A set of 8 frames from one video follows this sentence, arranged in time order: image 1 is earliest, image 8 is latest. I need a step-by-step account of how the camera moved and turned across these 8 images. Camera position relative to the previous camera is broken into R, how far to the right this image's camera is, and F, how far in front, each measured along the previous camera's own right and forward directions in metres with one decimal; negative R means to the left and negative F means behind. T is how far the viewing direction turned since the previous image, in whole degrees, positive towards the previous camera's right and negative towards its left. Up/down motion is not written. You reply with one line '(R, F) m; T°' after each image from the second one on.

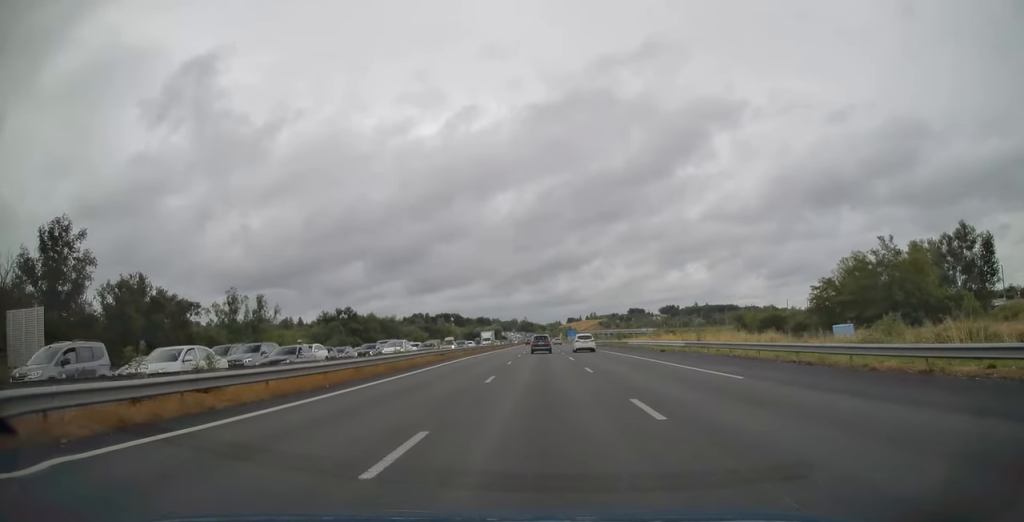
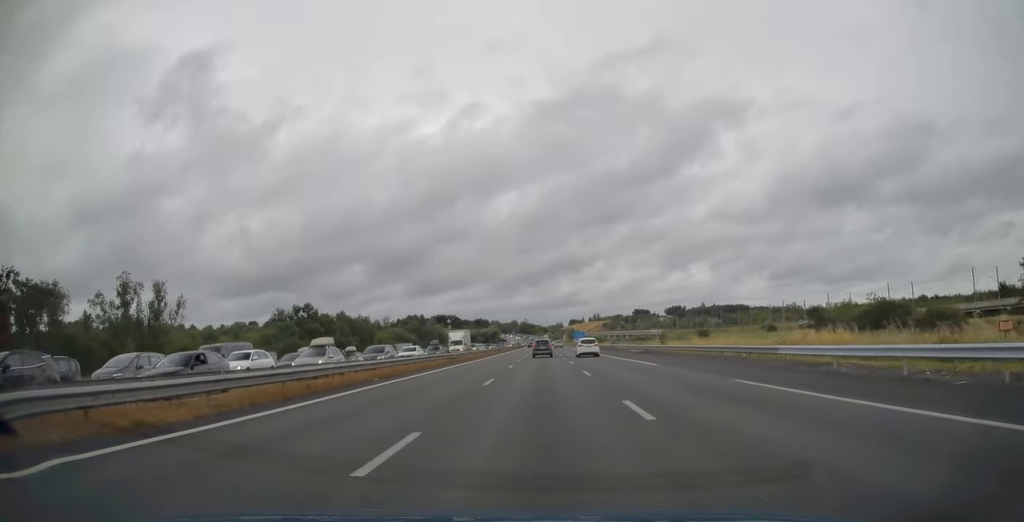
(0.0, +39.1) m; 0°
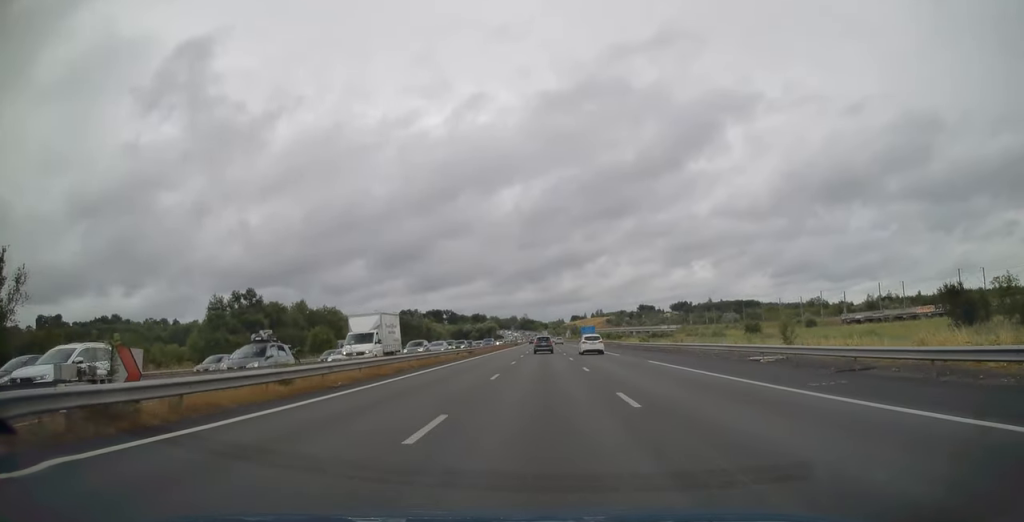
(-0.1, +37.1) m; 0°
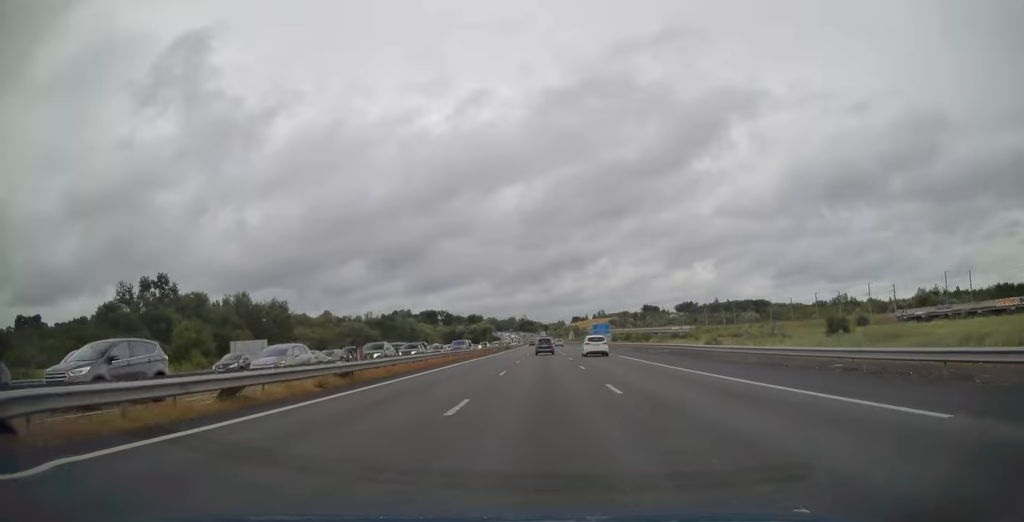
(0.0, +36.3) m; 0°
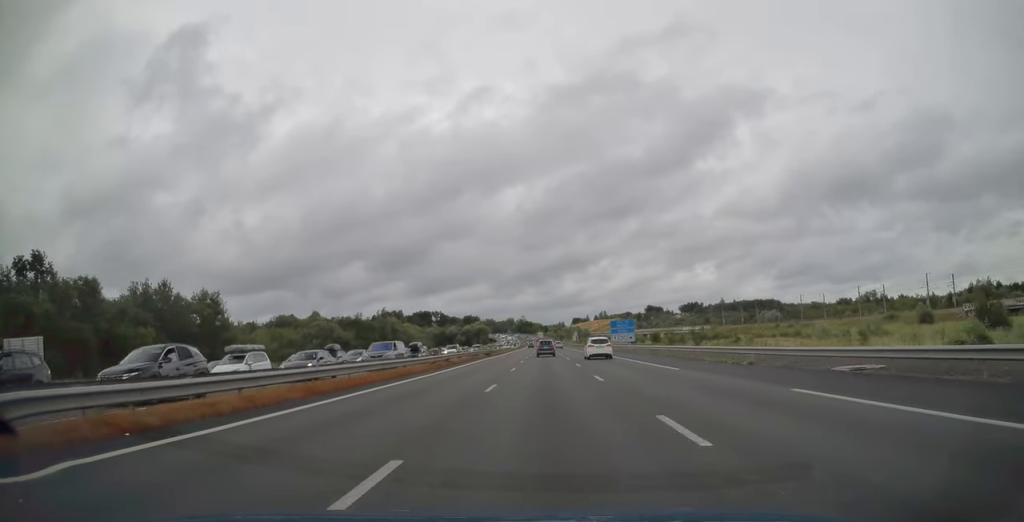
(-0.1, +33.5) m; 0°
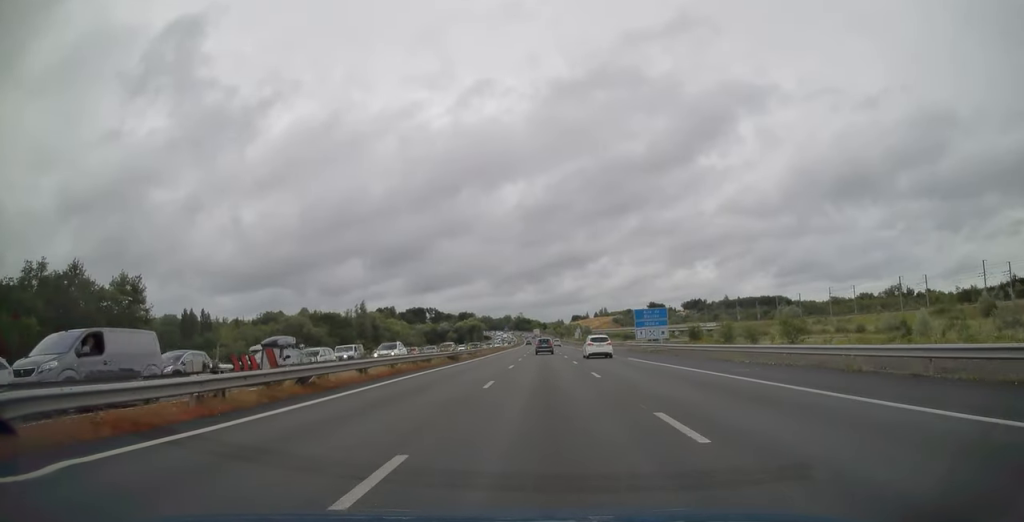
(-0.1, +26.0) m; 0°
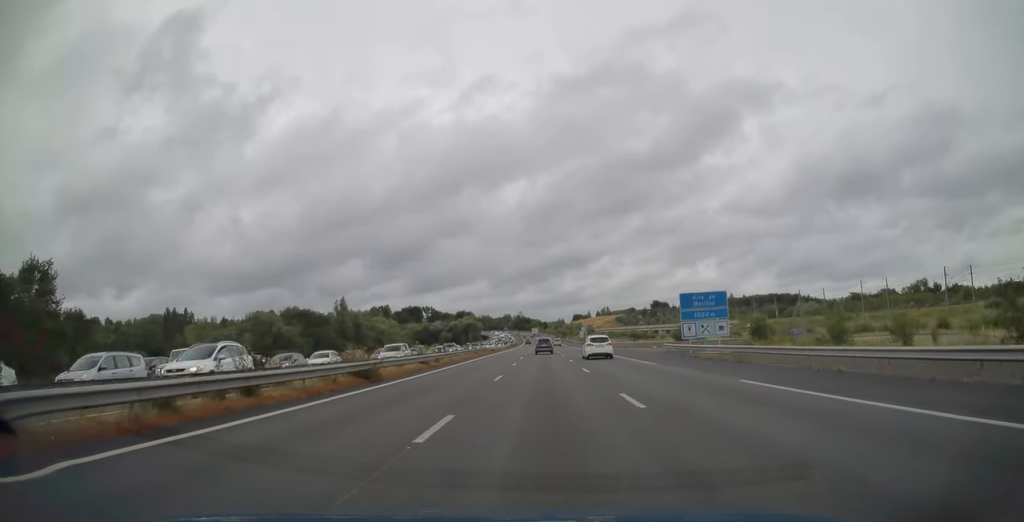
(+0.1, +22.0) m; 0°
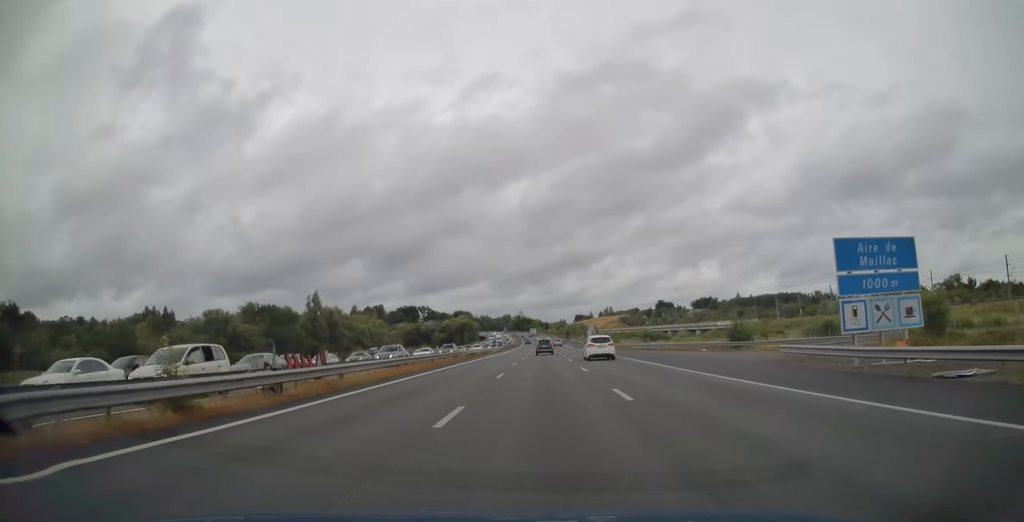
(+0.1, +24.5) m; 0°
